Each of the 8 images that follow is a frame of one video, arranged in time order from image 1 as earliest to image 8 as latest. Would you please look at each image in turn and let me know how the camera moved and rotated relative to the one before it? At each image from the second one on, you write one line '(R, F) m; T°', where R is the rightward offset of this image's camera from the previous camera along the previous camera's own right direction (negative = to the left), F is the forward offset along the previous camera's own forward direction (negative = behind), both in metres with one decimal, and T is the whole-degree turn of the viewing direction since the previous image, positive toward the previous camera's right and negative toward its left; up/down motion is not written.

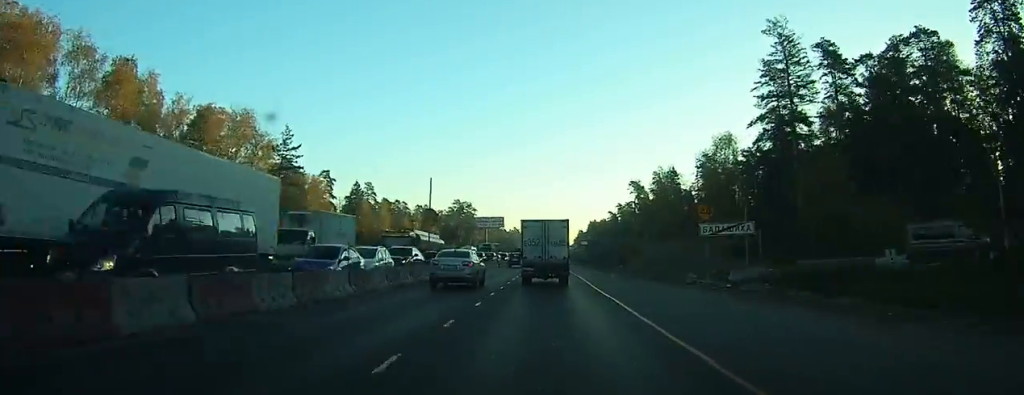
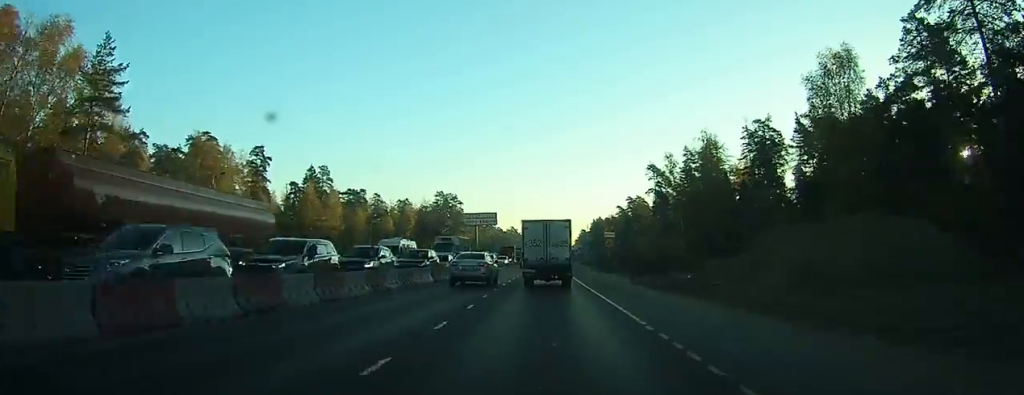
(-0.1, +36.0) m; 0°
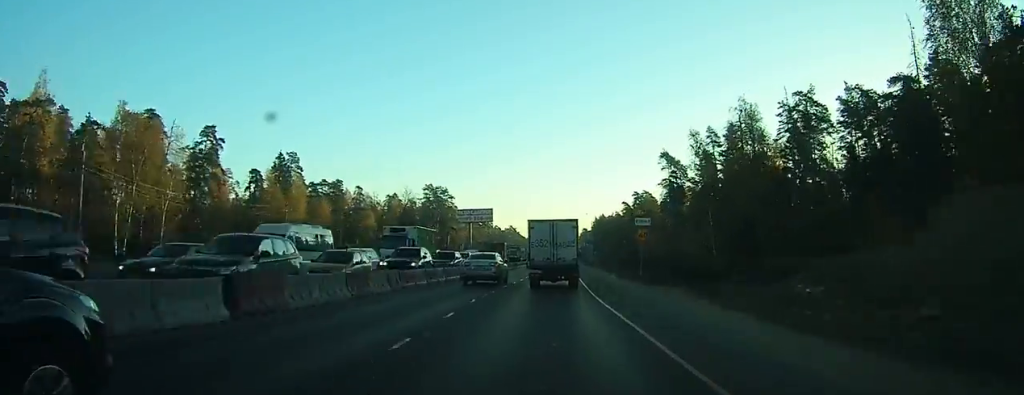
(0.0, +18.3) m; 0°
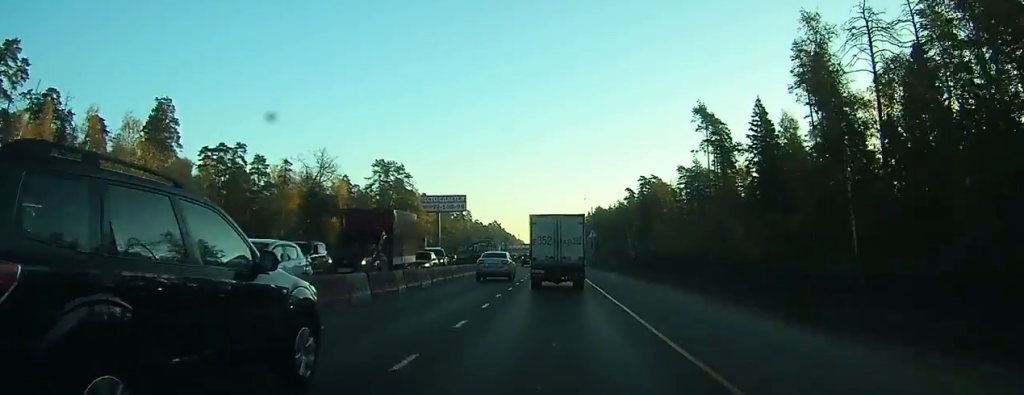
(-0.1, +44.5) m; 0°
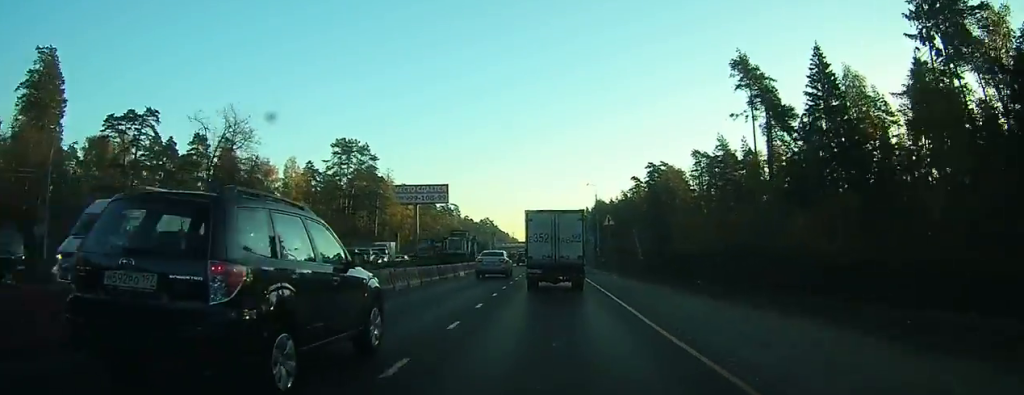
(+0.1, +25.1) m; +1°
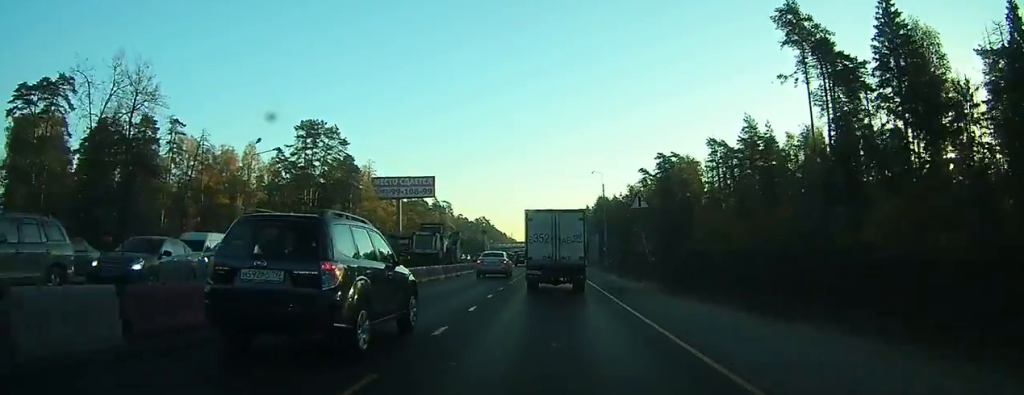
(+0.2, +17.4) m; 0°
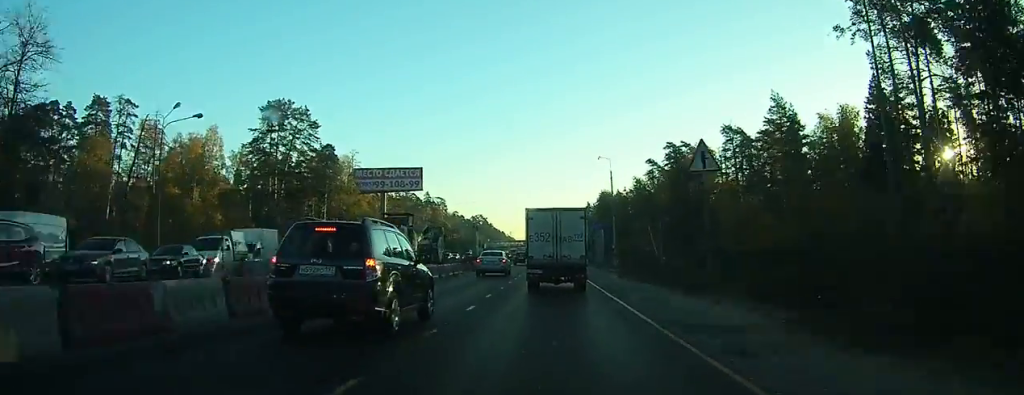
(0.0, +12.7) m; 0°
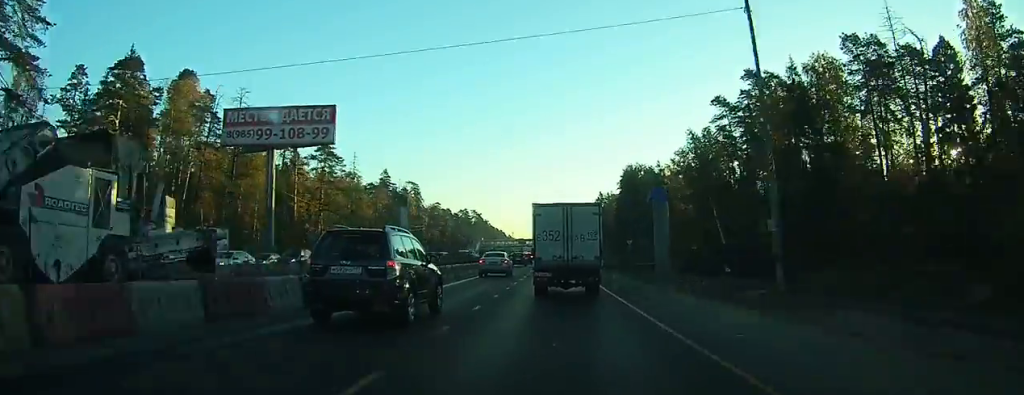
(0.0, +54.0) m; 0°
